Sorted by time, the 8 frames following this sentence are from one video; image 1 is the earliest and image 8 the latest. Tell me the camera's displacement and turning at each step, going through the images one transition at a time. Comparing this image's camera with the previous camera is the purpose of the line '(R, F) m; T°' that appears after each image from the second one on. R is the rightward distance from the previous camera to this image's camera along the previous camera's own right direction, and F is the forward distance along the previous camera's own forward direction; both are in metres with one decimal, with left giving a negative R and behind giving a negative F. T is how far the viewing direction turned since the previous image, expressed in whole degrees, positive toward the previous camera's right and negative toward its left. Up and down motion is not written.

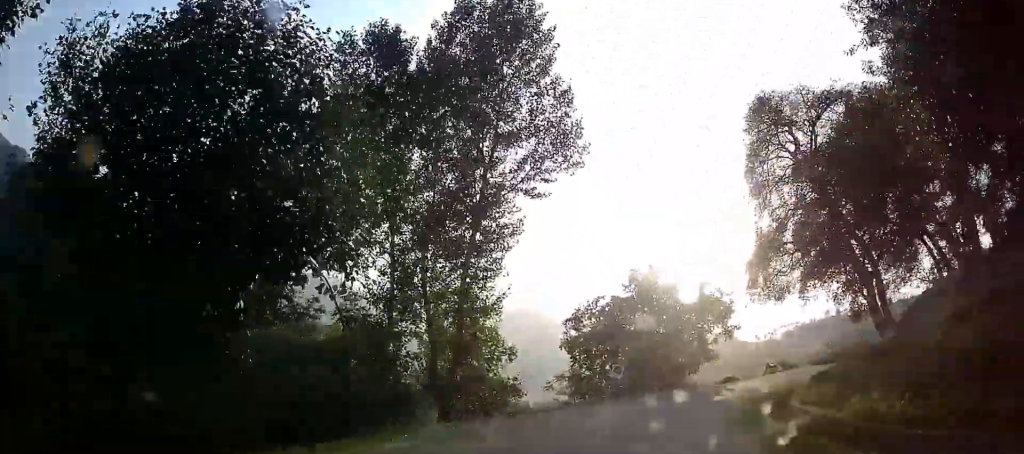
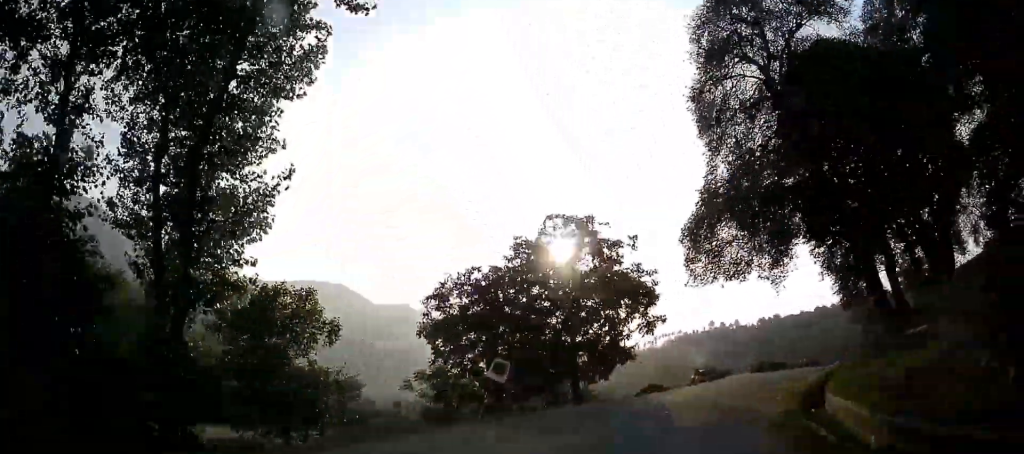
(-0.3, +10.3) m; +7°
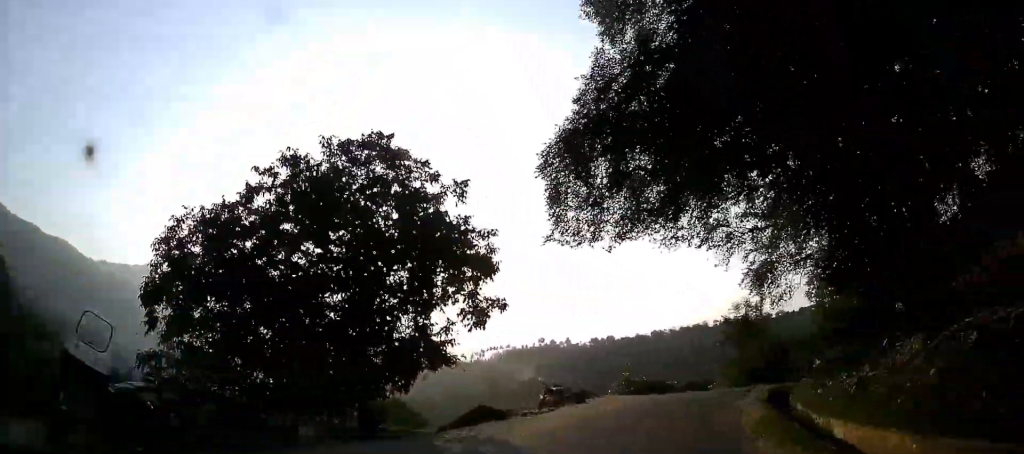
(+0.8, +10.4) m; +16°
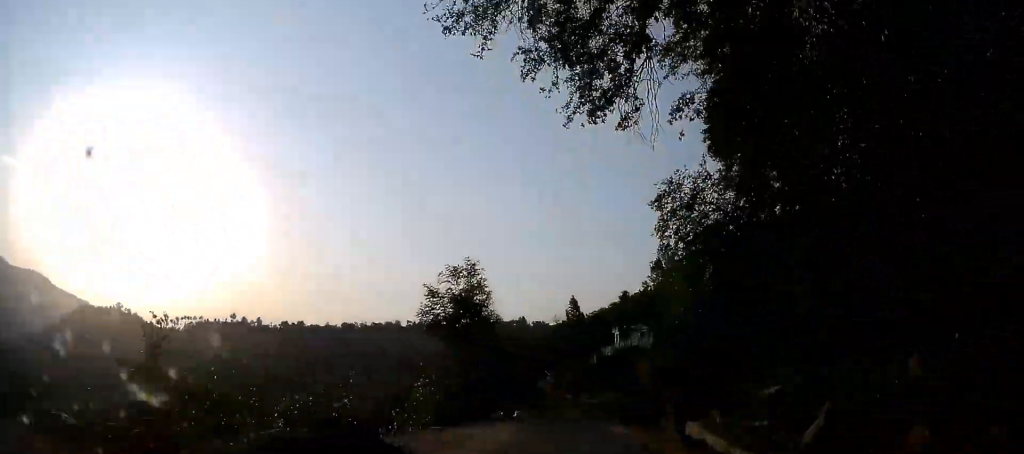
(+7.7, +25.4) m; +25°
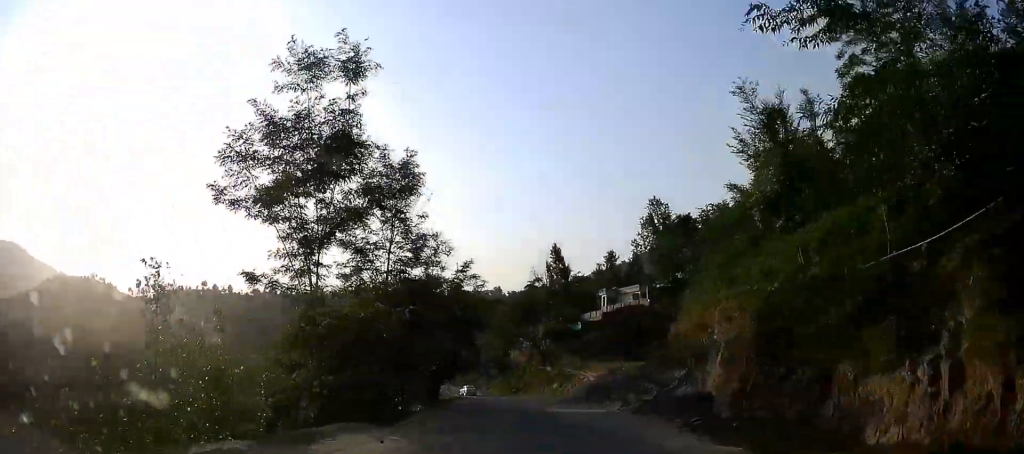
(+1.1, +14.1) m; +8°
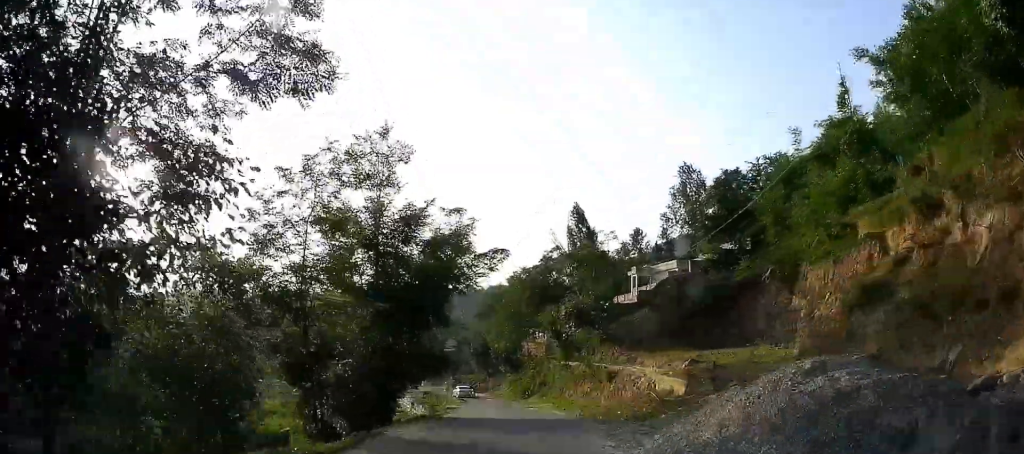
(+0.6, +12.4) m; +1°
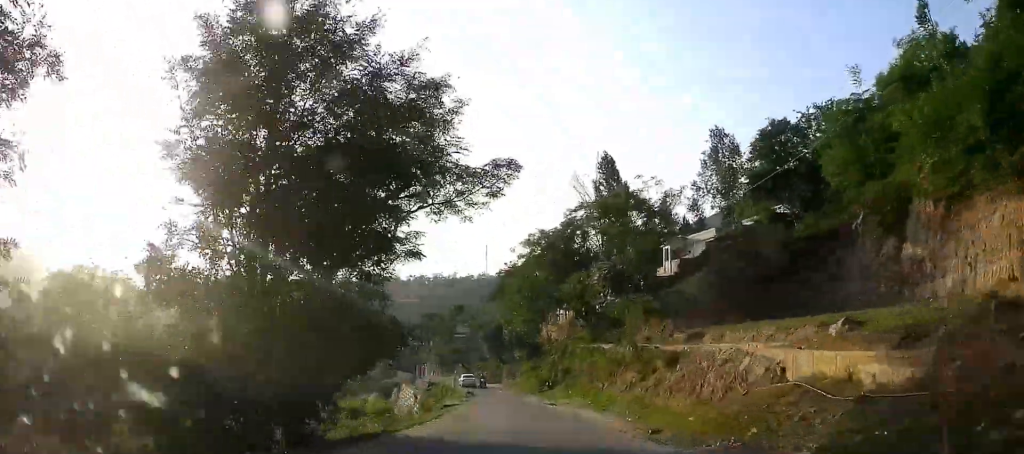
(0.0, +9.8) m; -1°
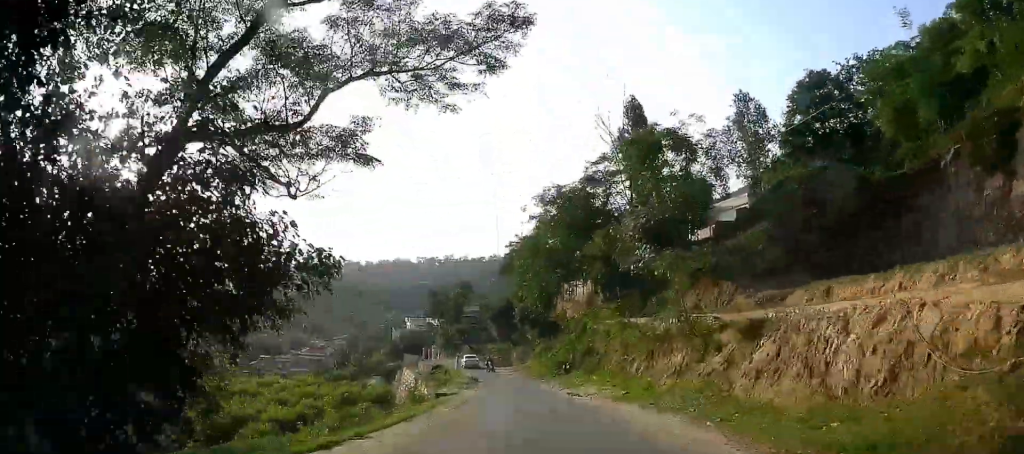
(-0.3, +7.9) m; -1°
